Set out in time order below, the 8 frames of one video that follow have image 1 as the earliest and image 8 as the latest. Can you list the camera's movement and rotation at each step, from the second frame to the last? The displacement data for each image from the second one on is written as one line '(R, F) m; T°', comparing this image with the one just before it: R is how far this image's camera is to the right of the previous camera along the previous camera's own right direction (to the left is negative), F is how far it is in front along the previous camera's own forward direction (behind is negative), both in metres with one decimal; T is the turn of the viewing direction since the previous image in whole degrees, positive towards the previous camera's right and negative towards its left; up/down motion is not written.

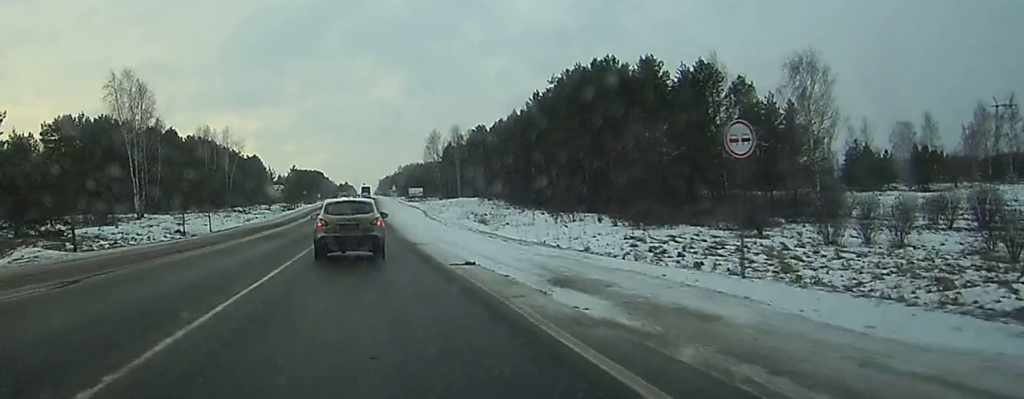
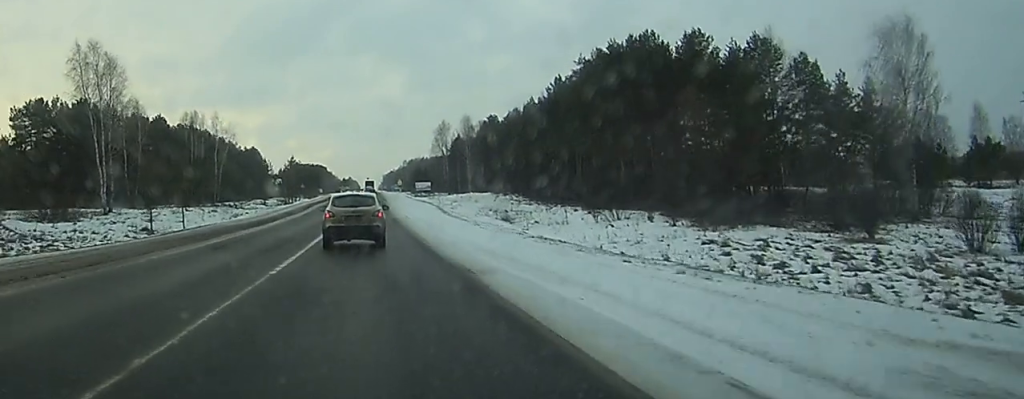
(0.0, +16.0) m; 0°
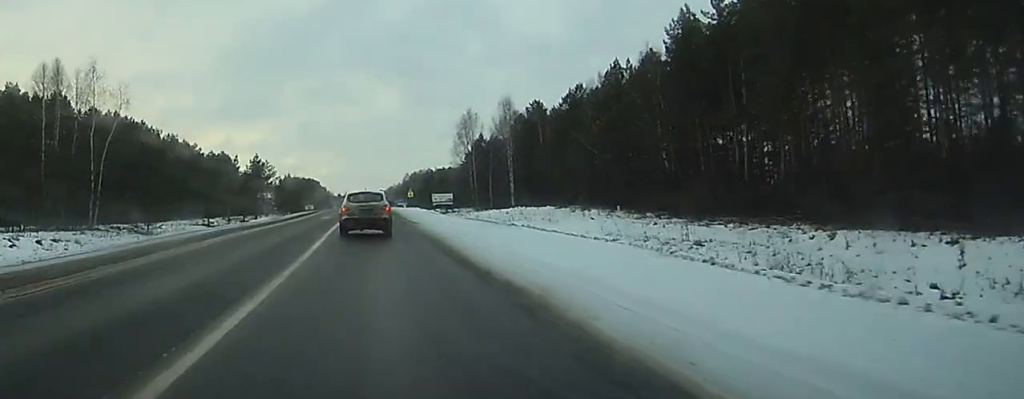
(-0.6, +64.4) m; -1°
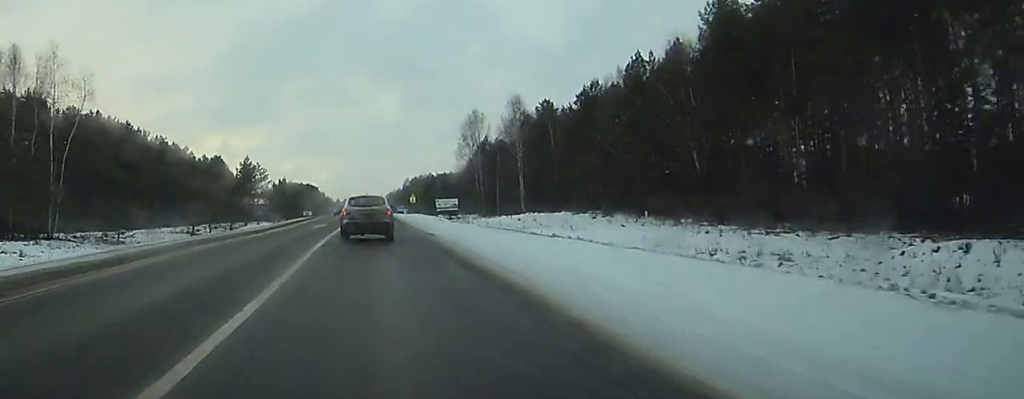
(0.0, +10.2) m; 0°
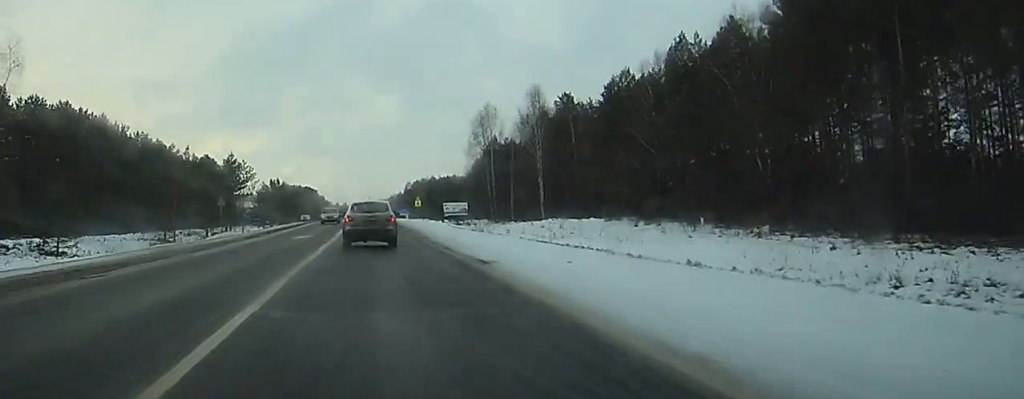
(-0.1, +15.5) m; 0°
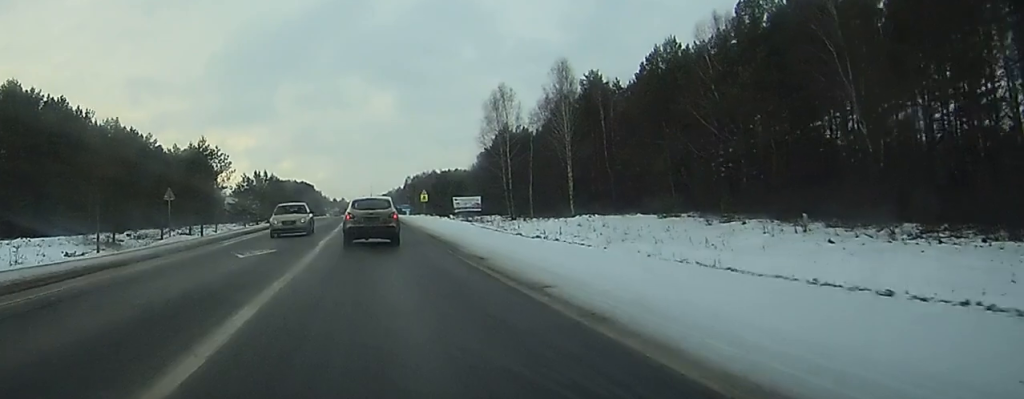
(+0.2, +19.1) m; +1°
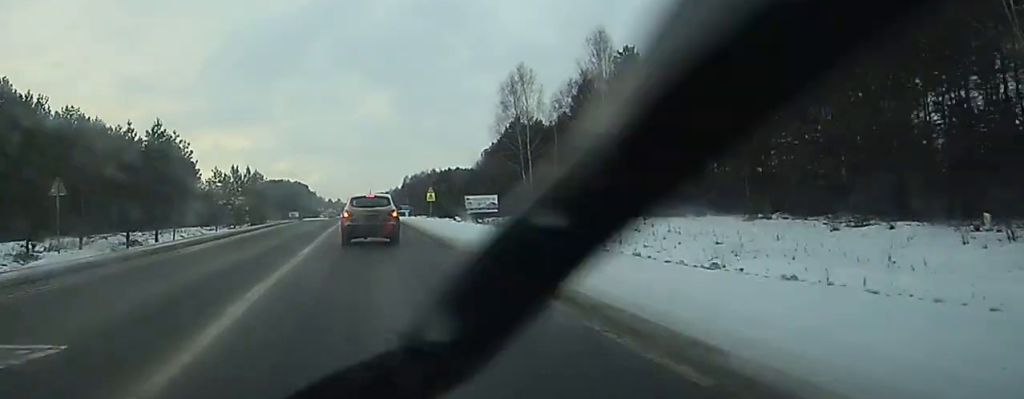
(+0.1, +19.4) m; 0°
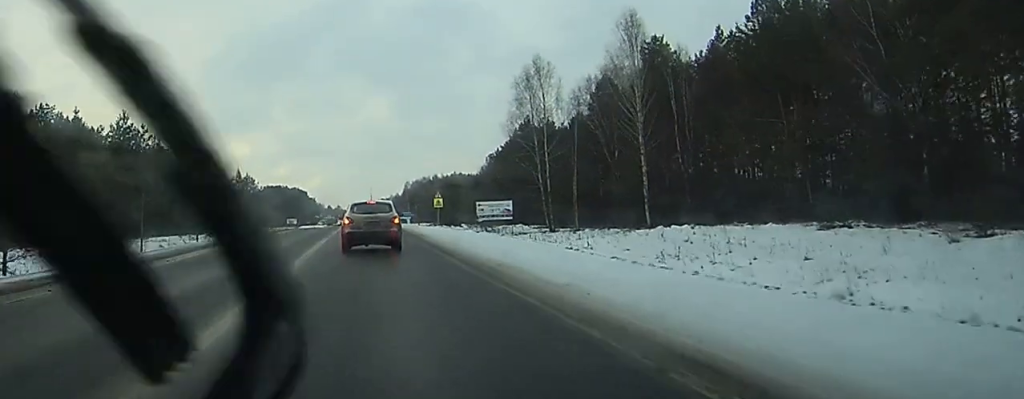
(0.0, +11.0) m; 0°
